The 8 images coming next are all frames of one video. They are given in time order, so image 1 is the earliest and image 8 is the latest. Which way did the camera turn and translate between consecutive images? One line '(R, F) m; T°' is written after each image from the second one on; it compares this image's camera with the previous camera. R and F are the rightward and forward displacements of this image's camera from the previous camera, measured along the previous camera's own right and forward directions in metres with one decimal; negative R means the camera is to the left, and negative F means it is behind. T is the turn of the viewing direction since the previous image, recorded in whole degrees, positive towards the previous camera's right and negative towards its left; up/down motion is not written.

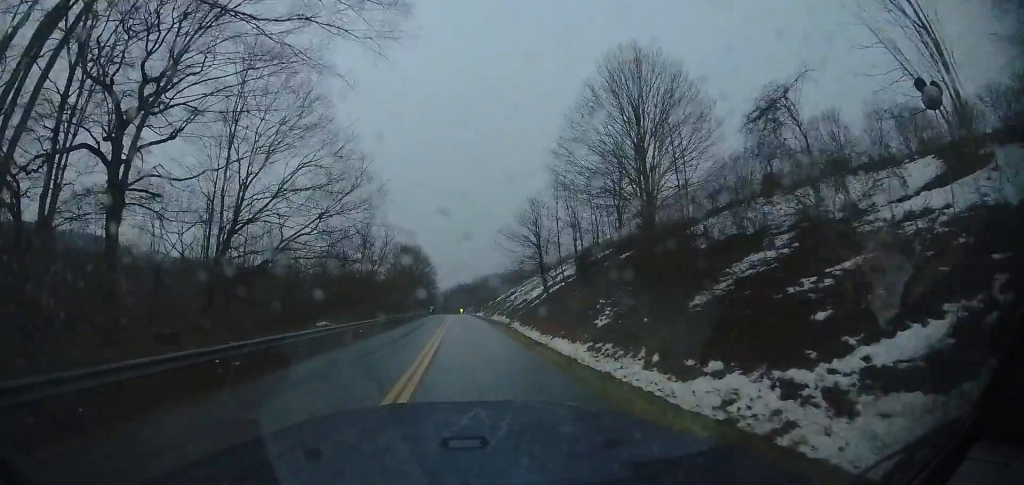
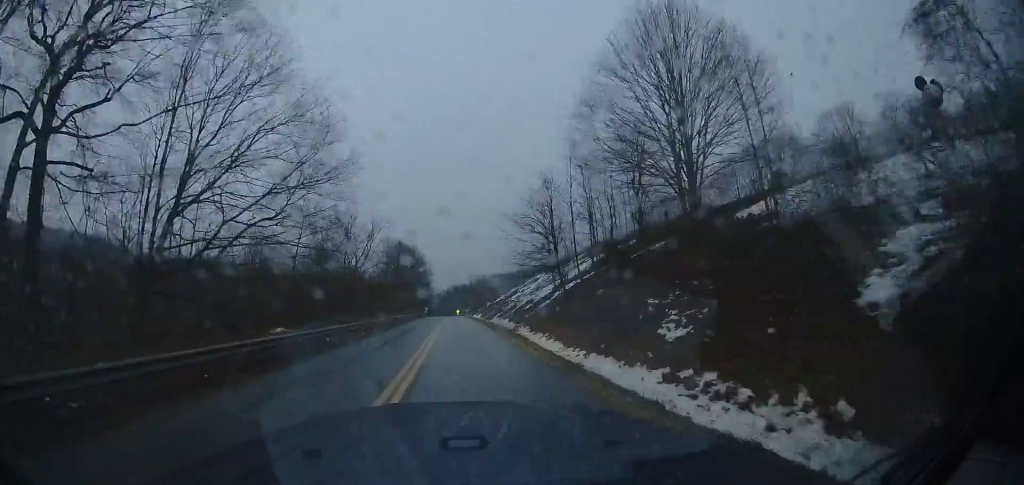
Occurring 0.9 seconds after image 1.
(+0.3, +6.7) m; +5°
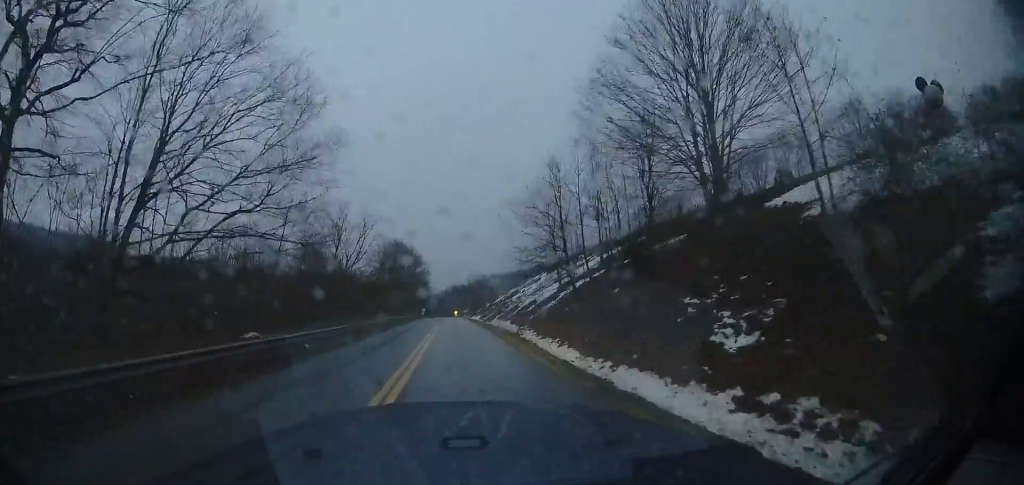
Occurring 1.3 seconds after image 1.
(+0.2, +2.6) m; +2°
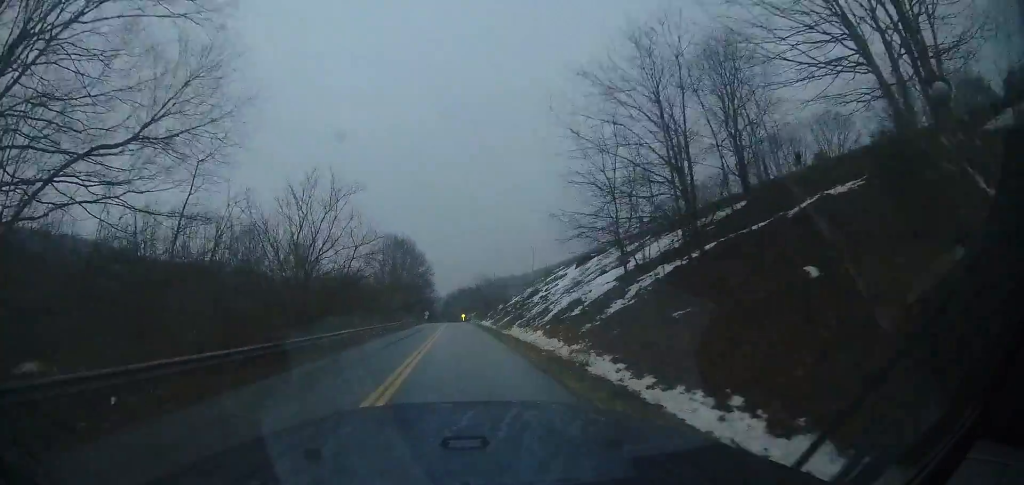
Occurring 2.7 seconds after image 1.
(+0.1, +9.6) m; +3°
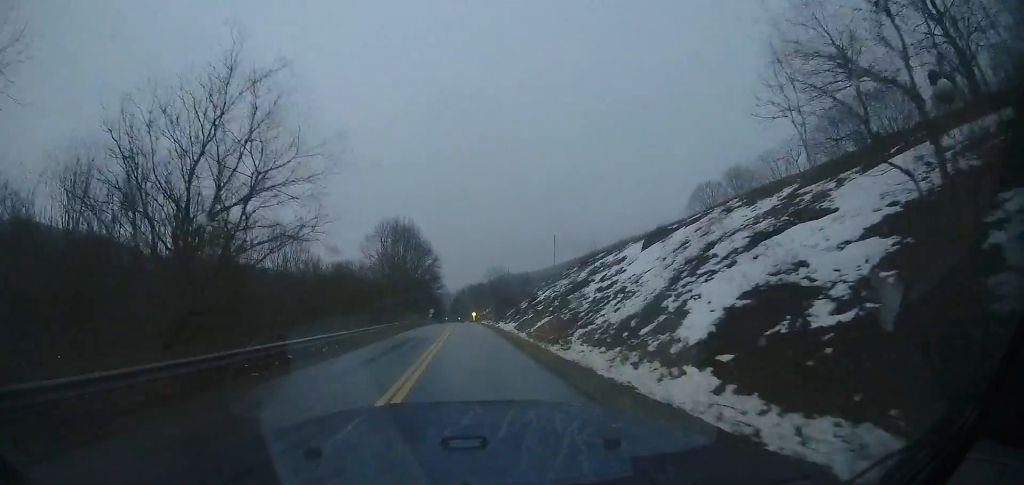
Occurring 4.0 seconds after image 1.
(+0.4, +11.1) m; +2°
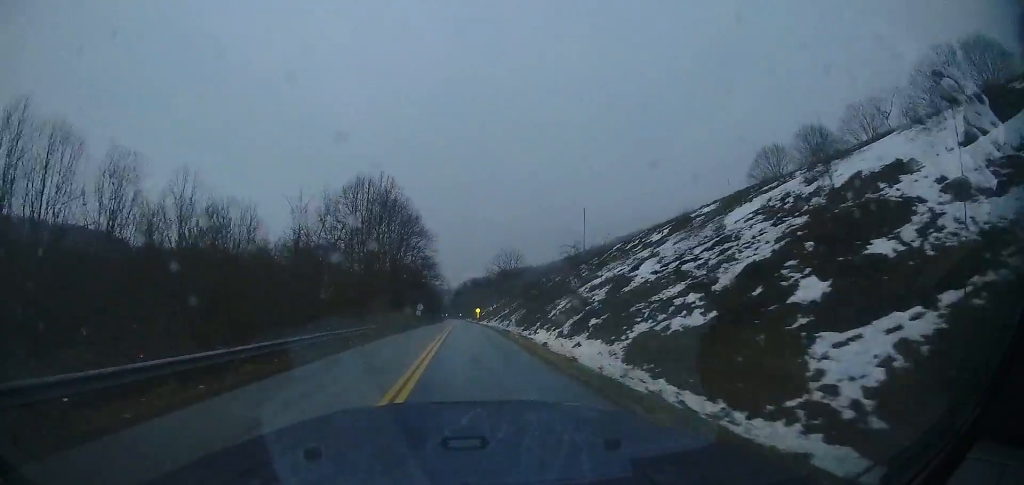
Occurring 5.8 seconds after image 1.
(-0.5, +19.6) m; -5°
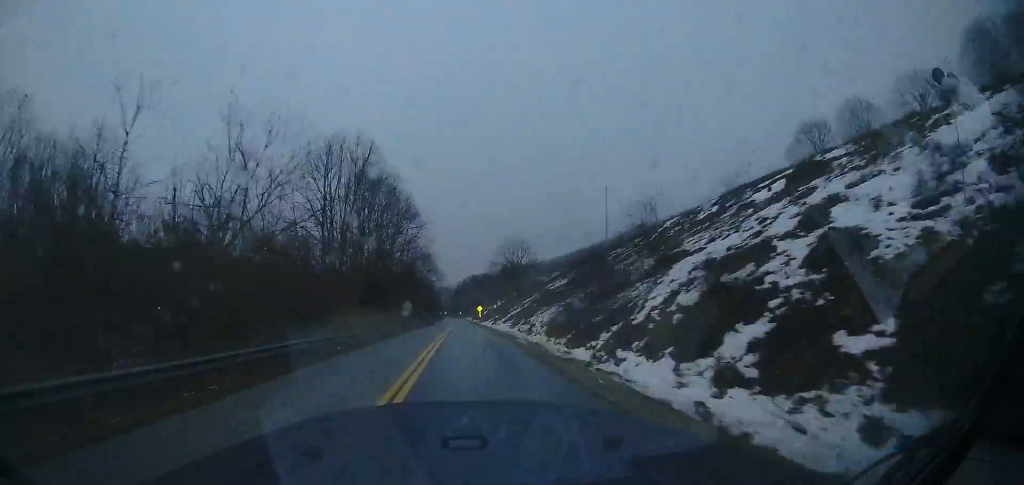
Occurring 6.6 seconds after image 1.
(-0.5, +10.8) m; -4°
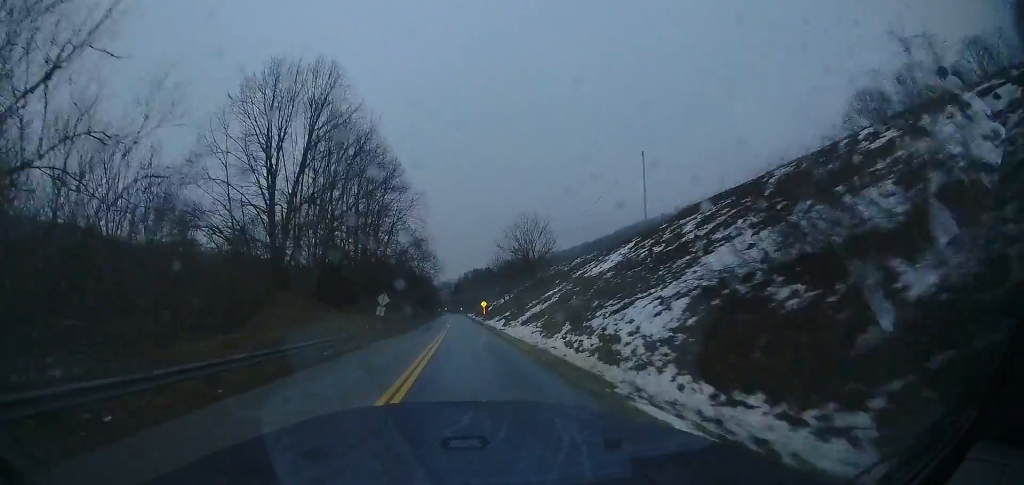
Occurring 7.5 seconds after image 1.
(-0.5, +12.0) m; -1°
